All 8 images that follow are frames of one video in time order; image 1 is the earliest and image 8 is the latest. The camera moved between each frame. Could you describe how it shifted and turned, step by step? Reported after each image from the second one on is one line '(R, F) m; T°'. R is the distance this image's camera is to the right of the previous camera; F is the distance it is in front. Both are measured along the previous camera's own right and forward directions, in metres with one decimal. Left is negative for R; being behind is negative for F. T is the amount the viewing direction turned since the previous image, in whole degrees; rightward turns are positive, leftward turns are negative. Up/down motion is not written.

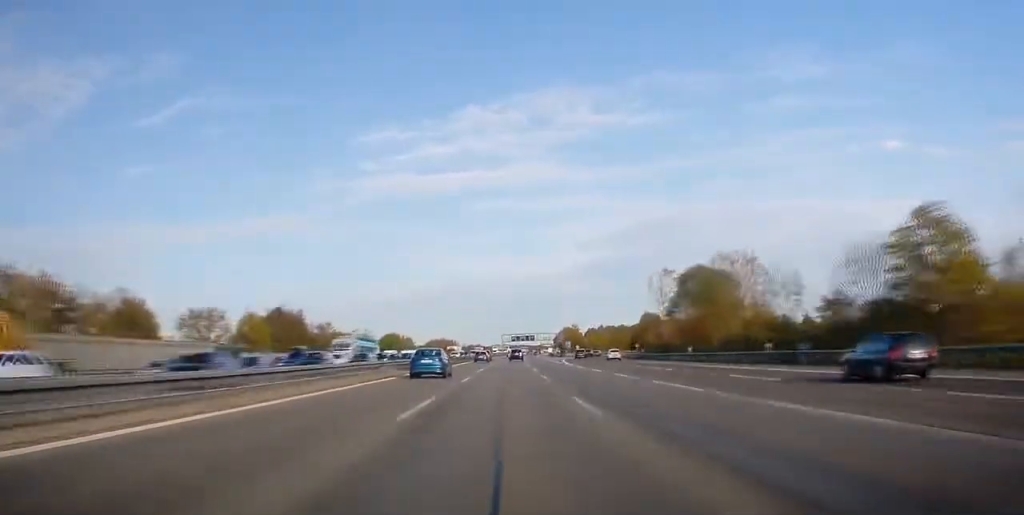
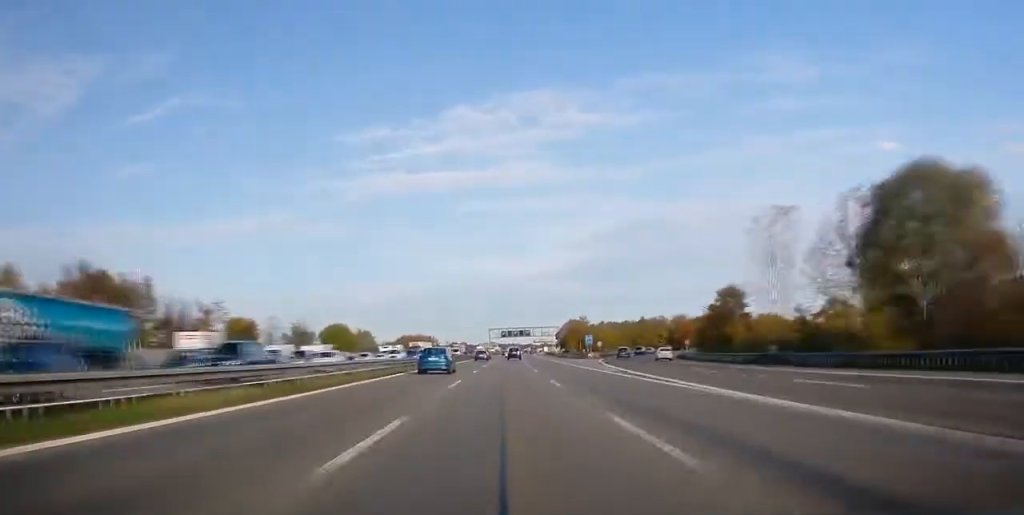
(+0.3, +60.0) m; +1°
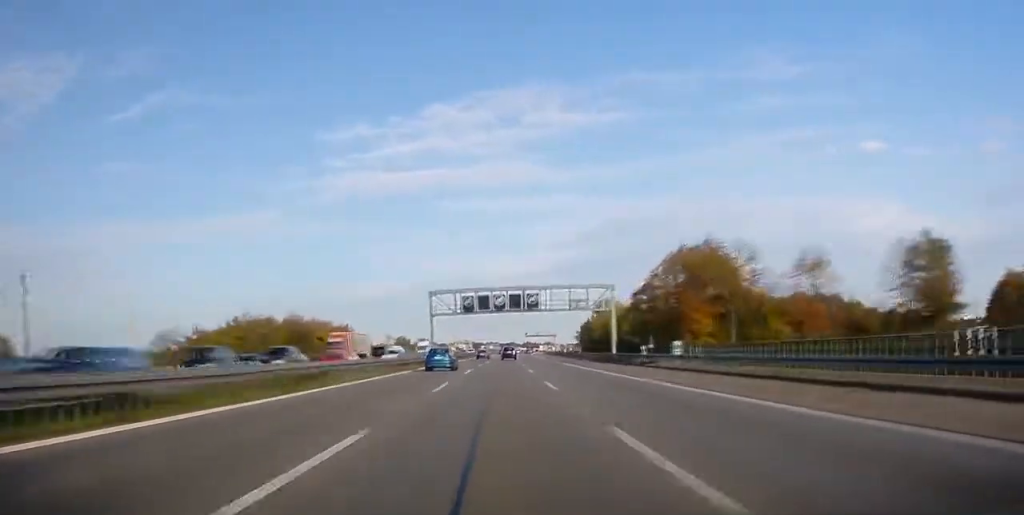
(+1.8, +143.3) m; +1°
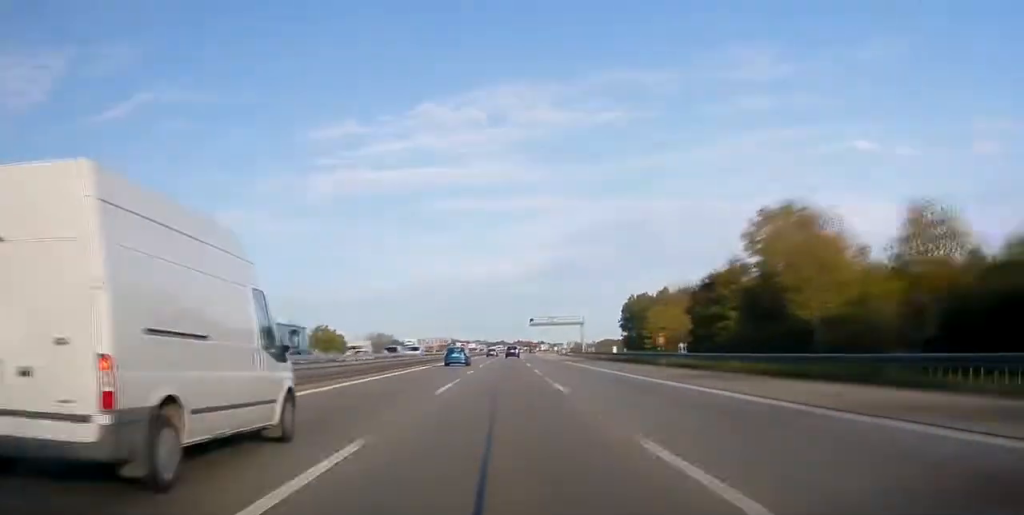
(+0.8, +109.4) m; +1°
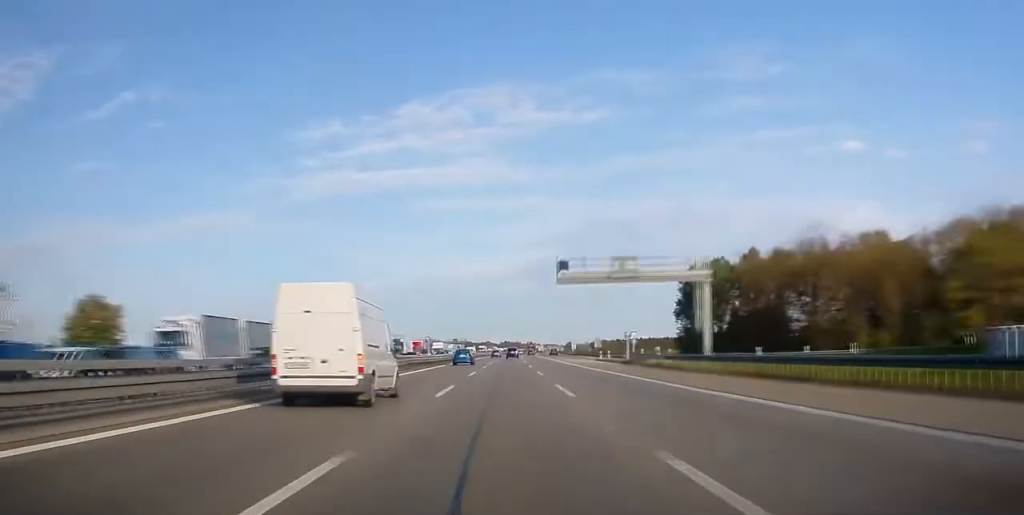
(+0.7, +93.6) m; +1°
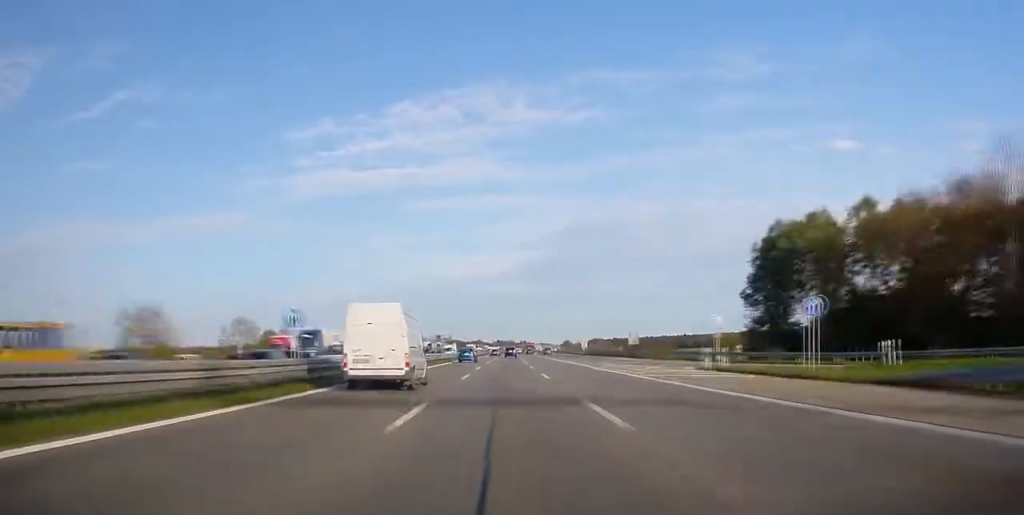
(0.0, +48.5) m; +1°
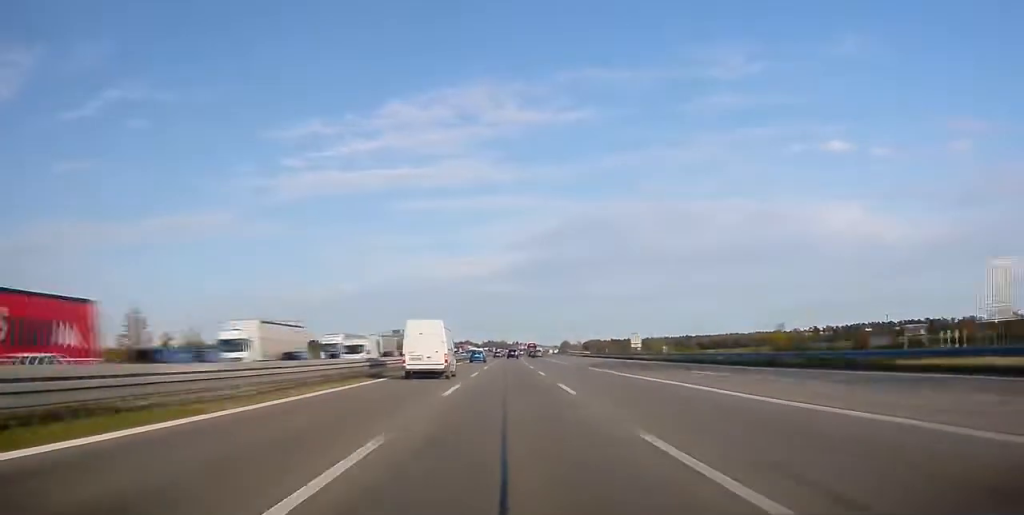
(+0.8, +78.7) m; +1°
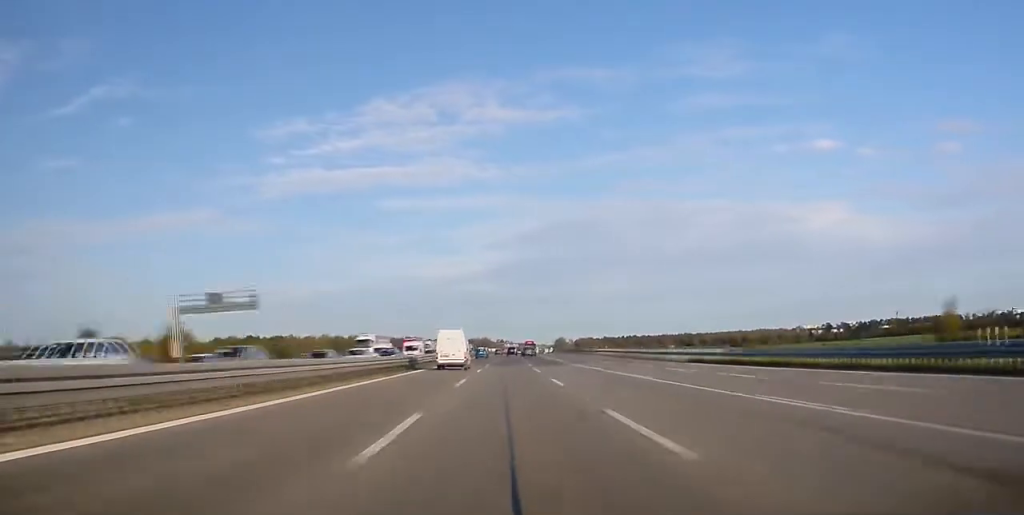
(+1.1, +99.8) m; +1°
